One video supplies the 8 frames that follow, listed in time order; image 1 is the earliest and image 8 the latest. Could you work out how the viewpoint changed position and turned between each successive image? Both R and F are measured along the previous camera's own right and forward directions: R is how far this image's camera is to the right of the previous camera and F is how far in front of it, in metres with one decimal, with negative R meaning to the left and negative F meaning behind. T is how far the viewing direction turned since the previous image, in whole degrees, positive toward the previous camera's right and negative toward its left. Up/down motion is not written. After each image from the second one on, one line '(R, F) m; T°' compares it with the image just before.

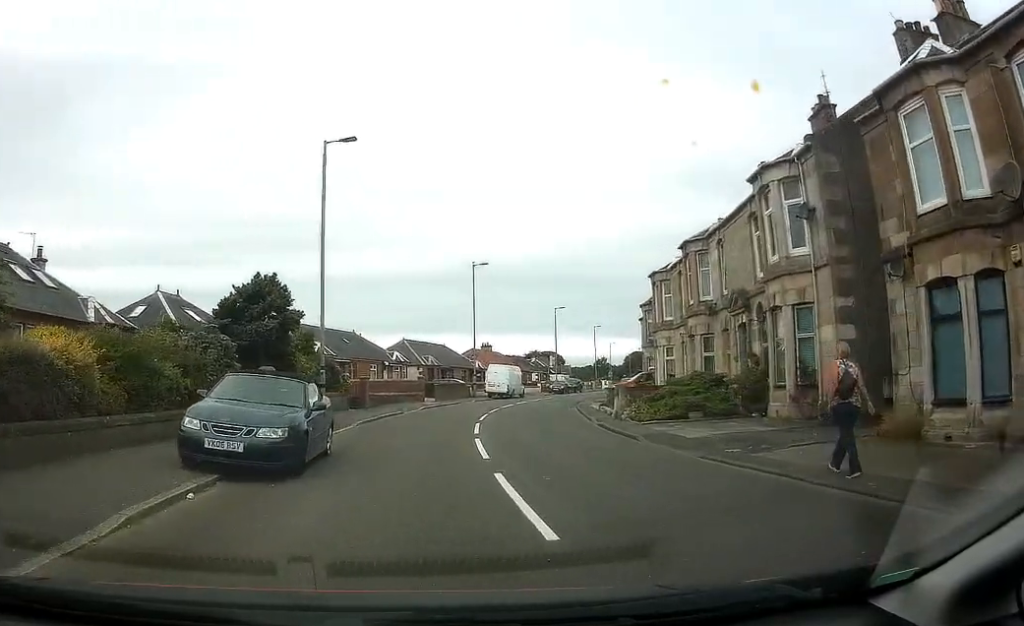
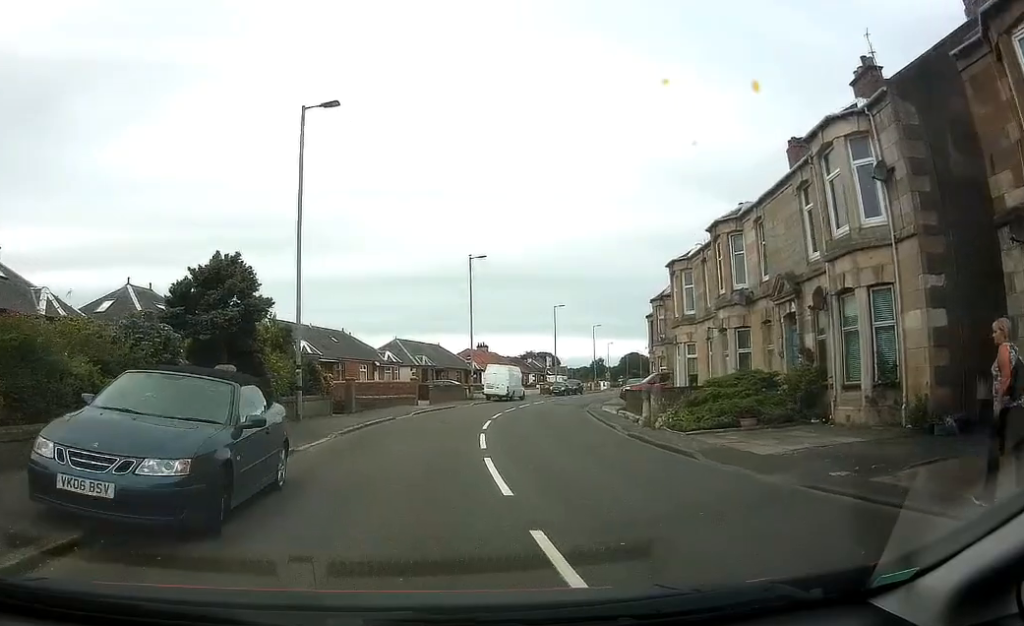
(+0.1, +3.9) m; +2°
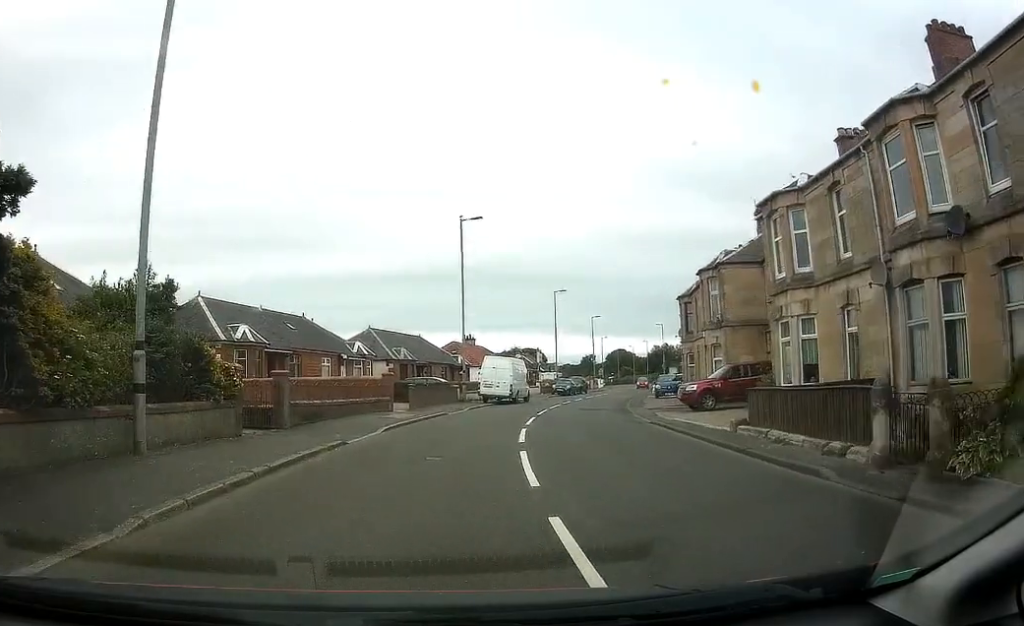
(+0.4, +11.5) m; +4°
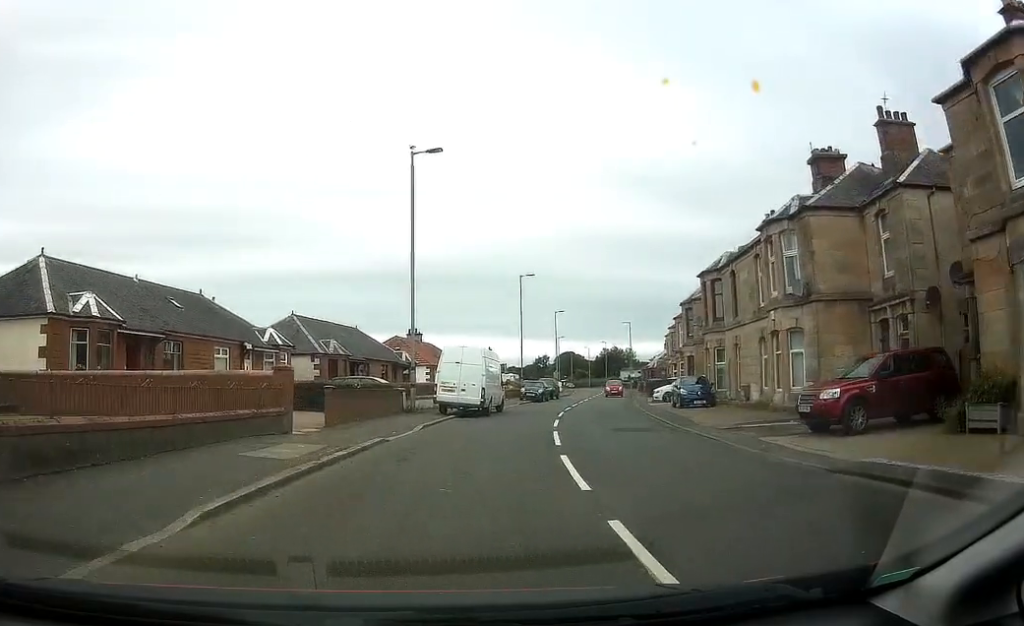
(+0.7, +12.6) m; +8°
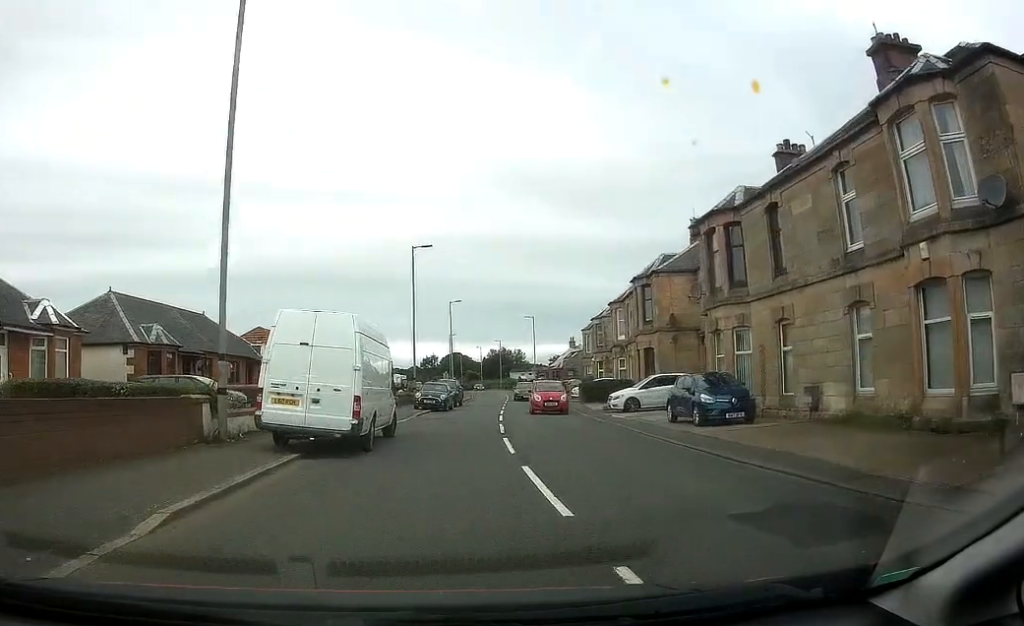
(+0.6, +13.9) m; +1°
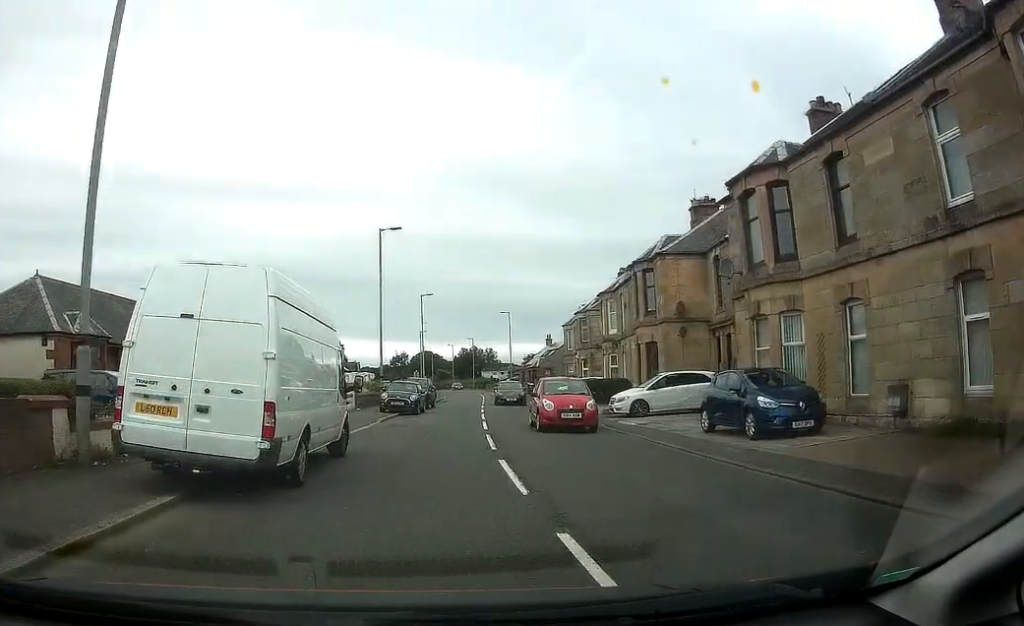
(-0.3, +5.4) m; 0°
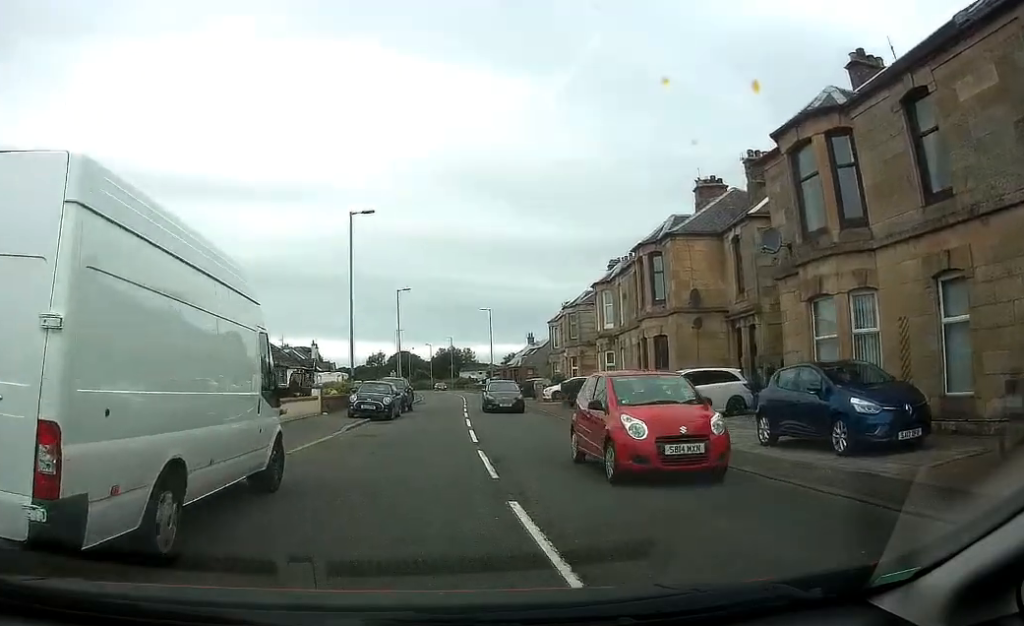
(+0.1, +4.6) m; +1°
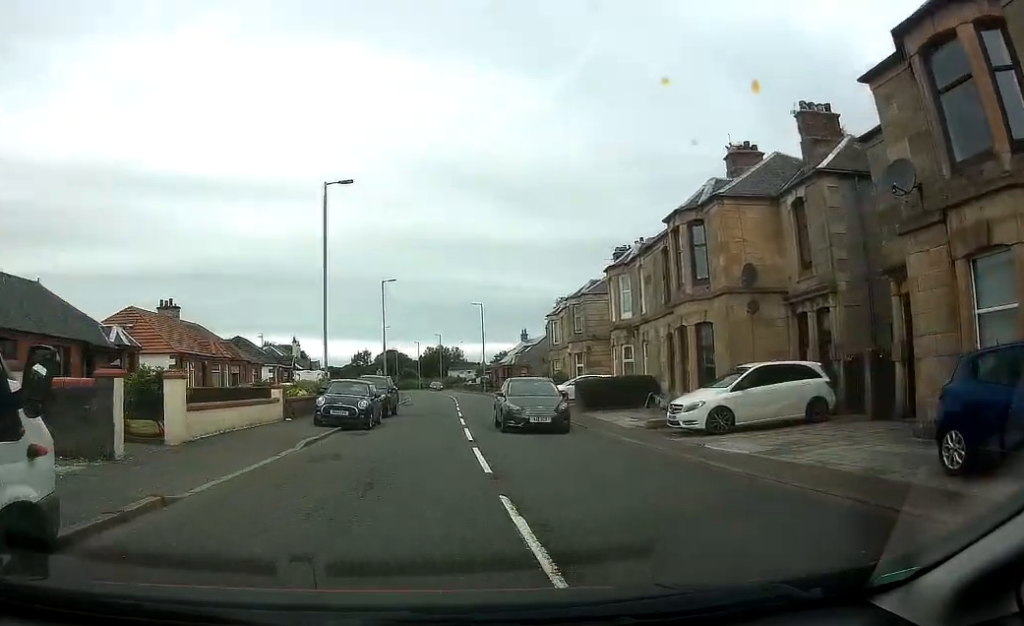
(+0.3, +6.6) m; +1°
